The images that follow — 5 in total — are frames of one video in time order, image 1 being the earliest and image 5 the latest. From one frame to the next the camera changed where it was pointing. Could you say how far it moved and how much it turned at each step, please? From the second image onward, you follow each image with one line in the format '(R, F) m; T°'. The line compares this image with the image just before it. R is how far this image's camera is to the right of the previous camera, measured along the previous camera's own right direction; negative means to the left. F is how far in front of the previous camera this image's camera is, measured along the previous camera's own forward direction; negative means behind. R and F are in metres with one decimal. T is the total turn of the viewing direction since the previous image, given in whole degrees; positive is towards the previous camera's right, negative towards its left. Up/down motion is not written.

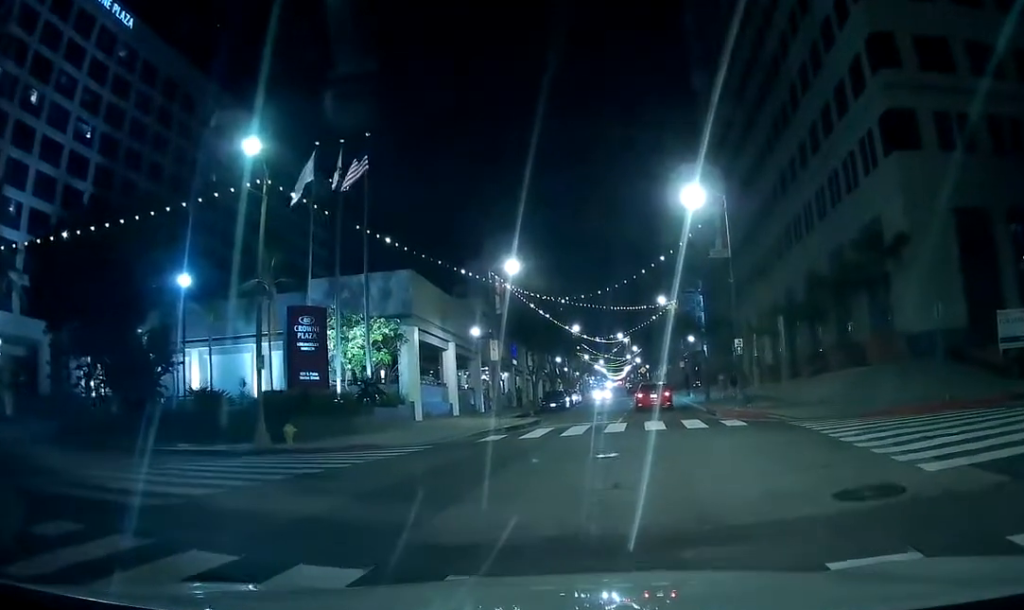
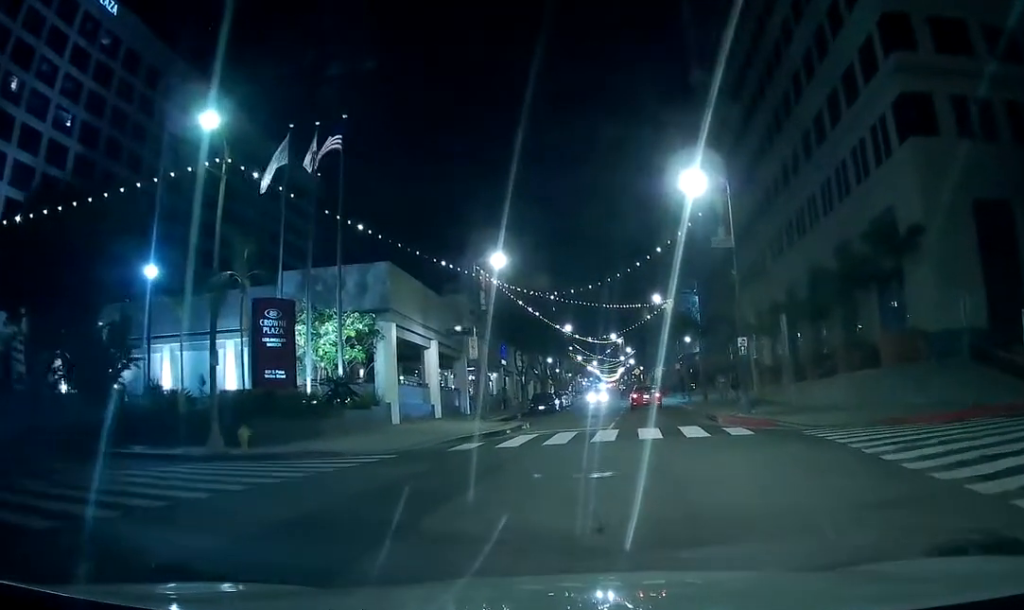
(+0.2, +2.5) m; +3°
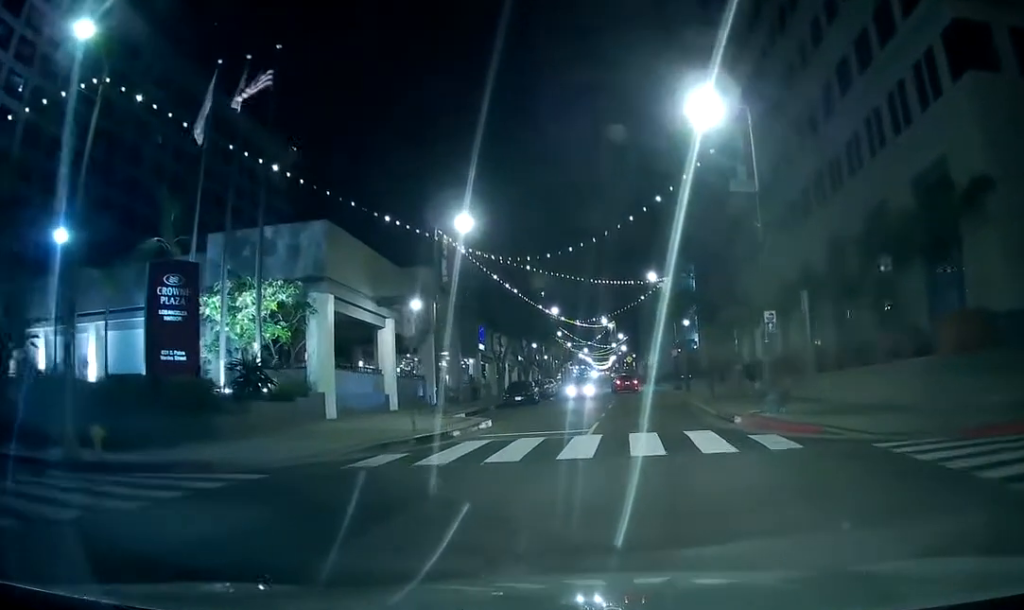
(+0.3, +6.2) m; +7°
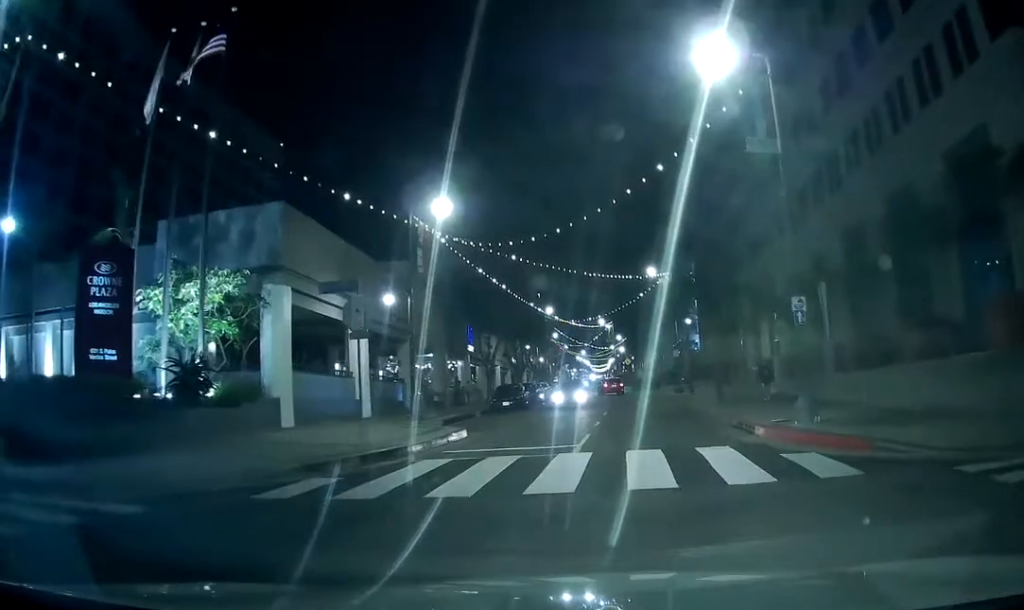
(+0.2, +3.3) m; +5°
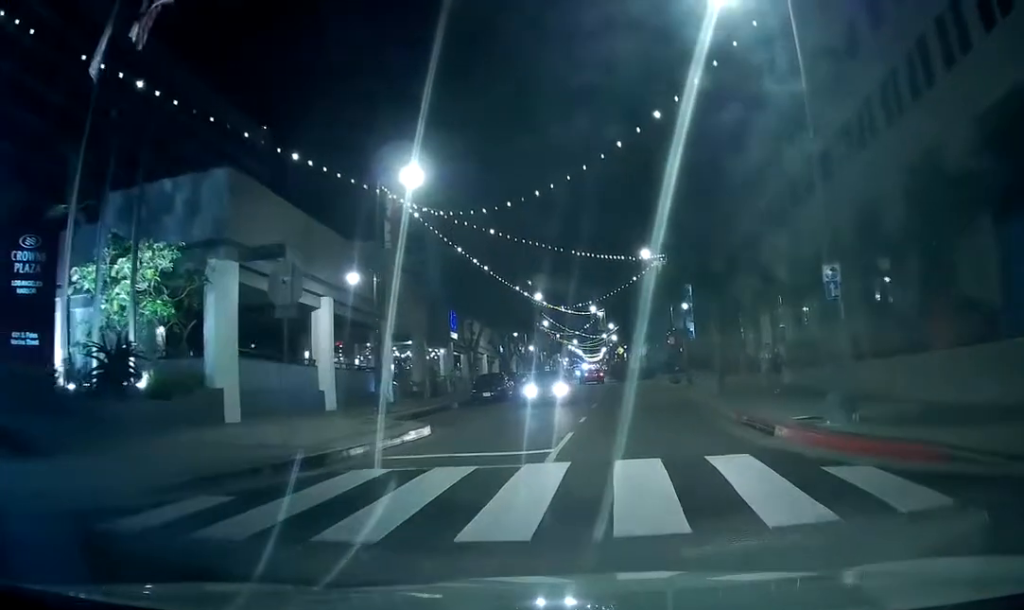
(+0.1, +3.3) m; +3°
